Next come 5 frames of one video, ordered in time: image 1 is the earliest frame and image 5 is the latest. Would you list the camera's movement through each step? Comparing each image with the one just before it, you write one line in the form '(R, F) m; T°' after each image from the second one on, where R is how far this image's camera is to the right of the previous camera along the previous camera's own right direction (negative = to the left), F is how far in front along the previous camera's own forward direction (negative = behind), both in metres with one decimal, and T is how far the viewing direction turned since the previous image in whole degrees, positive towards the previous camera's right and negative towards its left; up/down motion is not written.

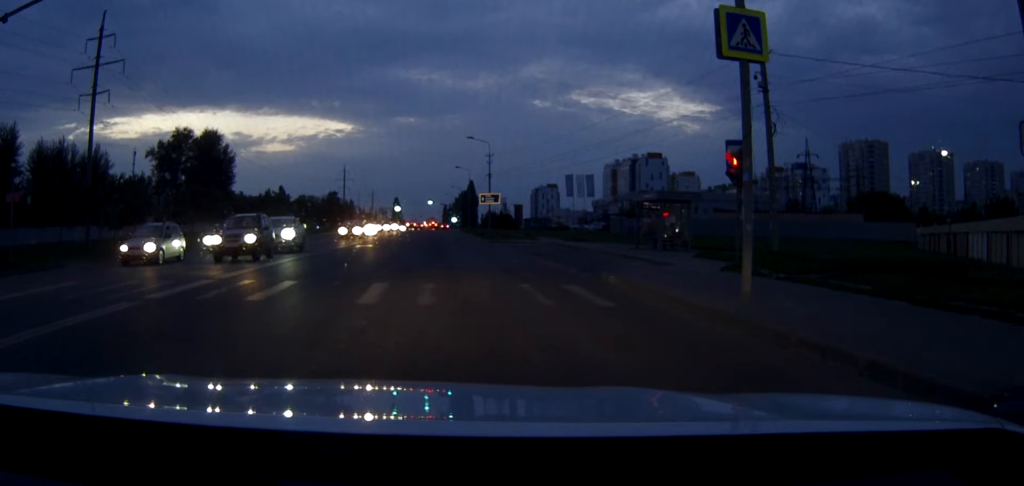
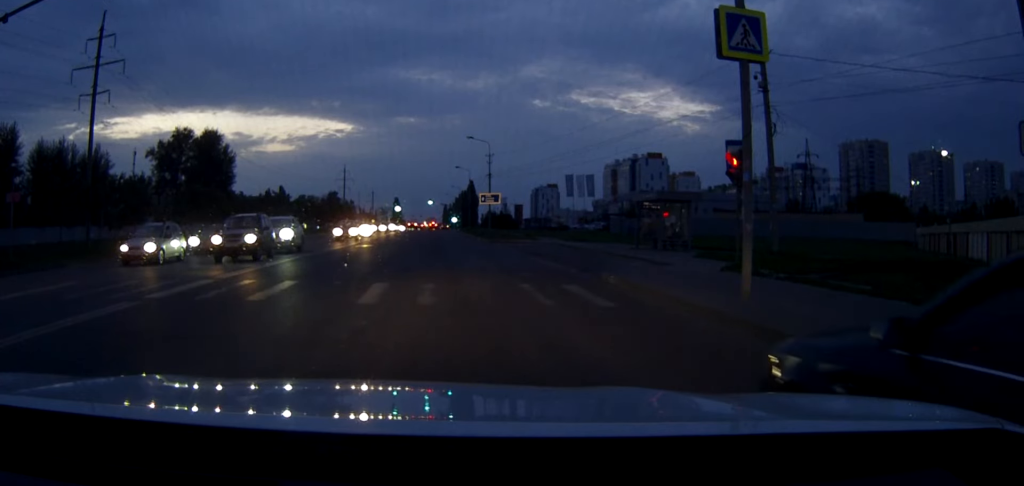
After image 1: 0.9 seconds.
(0.0, +0.5) m; 0°
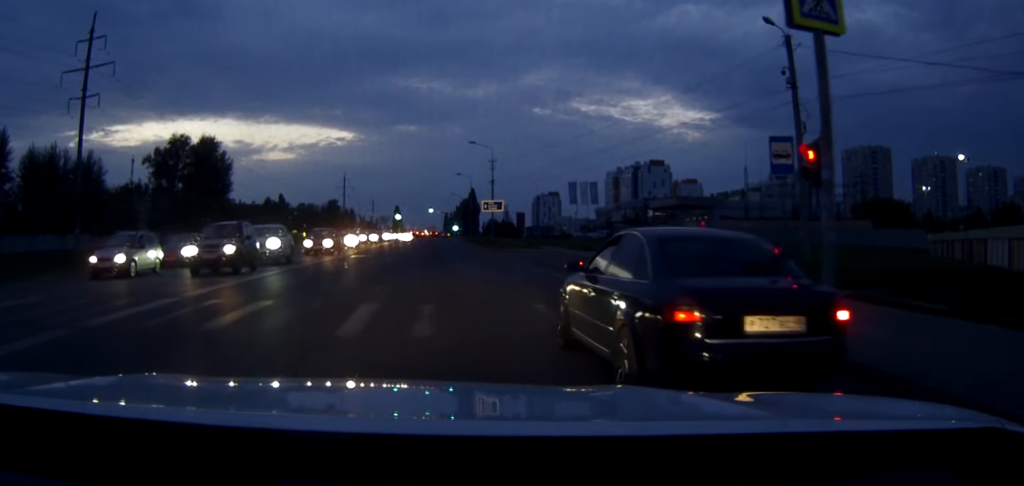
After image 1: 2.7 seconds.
(0.0, +1.0) m; +1°
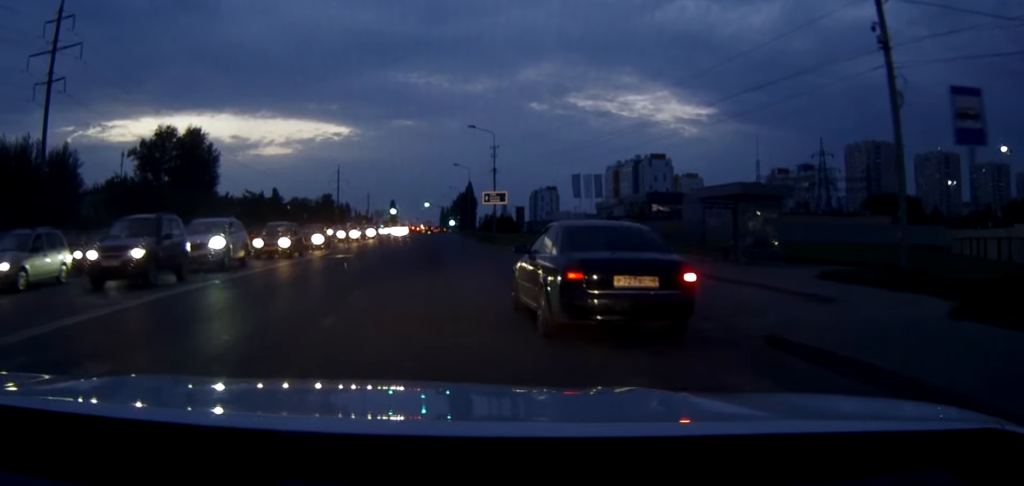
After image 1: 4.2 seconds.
(-0.1, +6.2) m; -1°
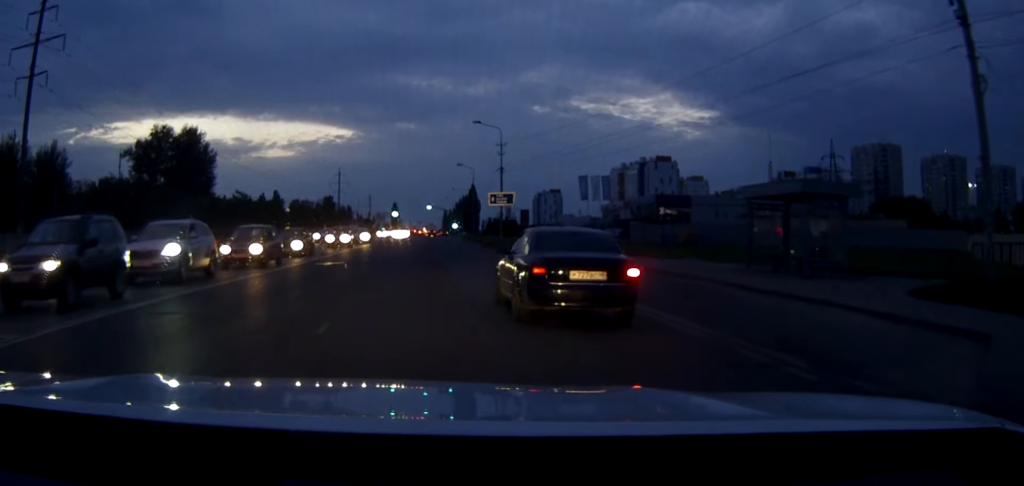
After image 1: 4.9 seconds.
(0.0, +4.9) m; -1°
